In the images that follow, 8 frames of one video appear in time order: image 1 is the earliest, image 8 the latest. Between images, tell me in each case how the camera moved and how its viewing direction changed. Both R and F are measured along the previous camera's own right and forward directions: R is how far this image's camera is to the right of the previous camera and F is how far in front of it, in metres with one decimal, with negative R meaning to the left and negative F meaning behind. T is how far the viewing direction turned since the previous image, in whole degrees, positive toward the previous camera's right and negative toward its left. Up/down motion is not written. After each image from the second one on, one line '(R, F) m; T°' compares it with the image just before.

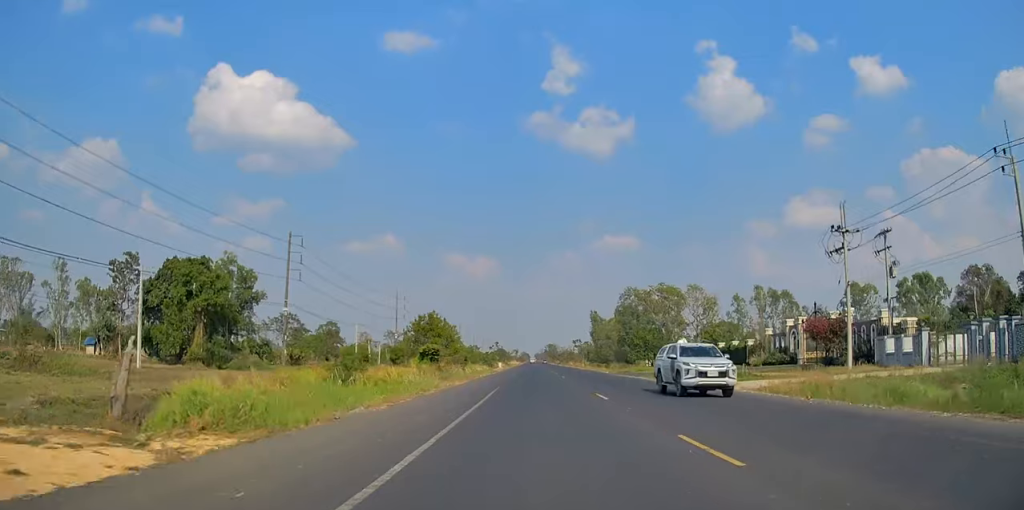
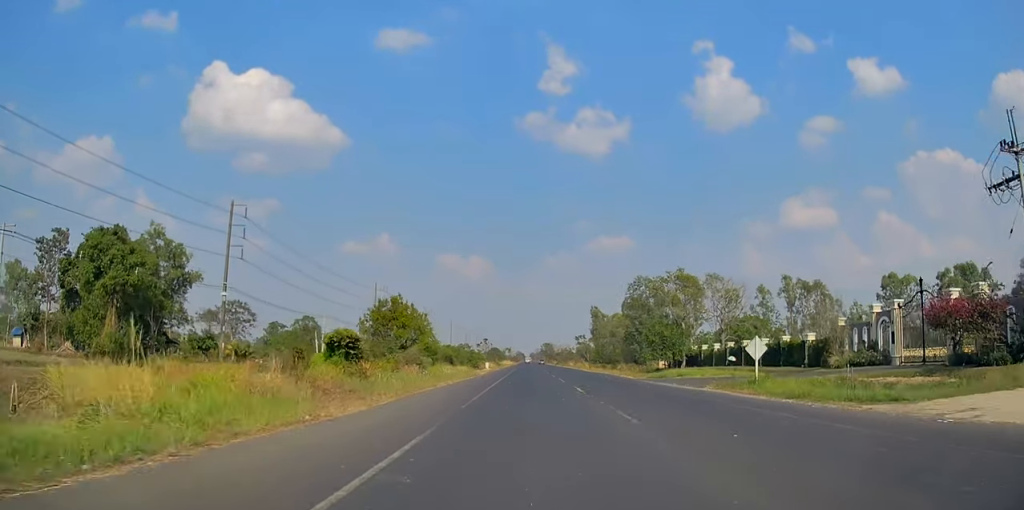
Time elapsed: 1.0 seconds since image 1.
(0.0, +19.6) m; -1°
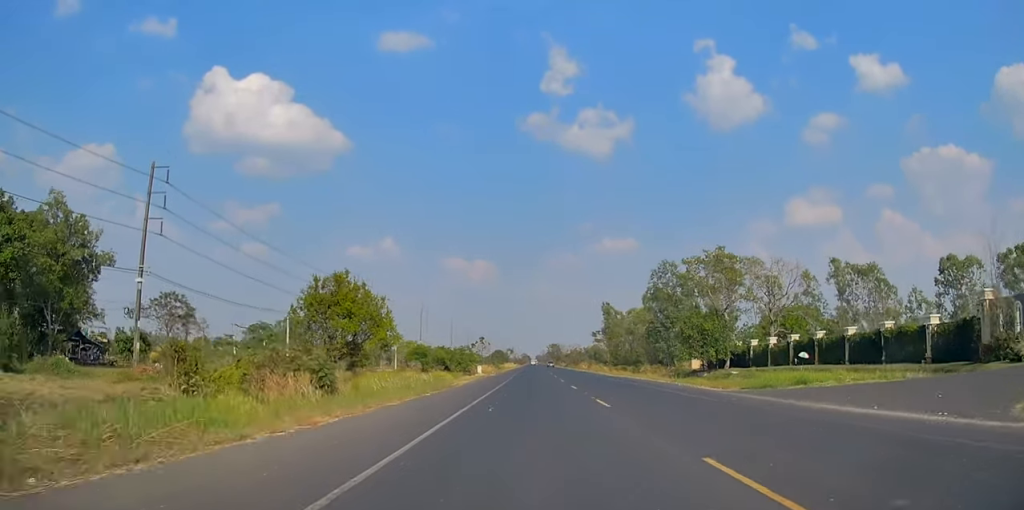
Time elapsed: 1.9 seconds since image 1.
(-0.2, +19.6) m; 0°
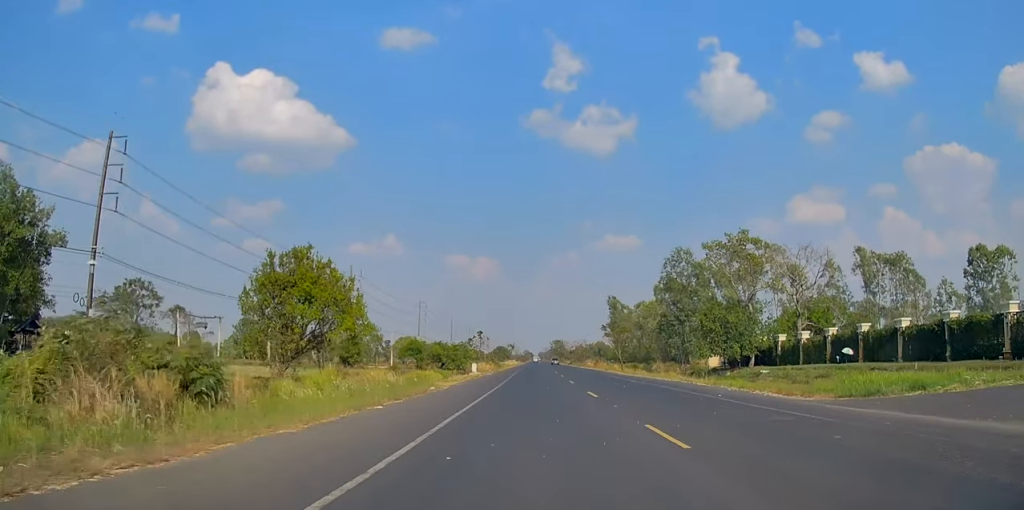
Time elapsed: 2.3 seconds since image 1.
(+0.1, +8.5) m; 0°
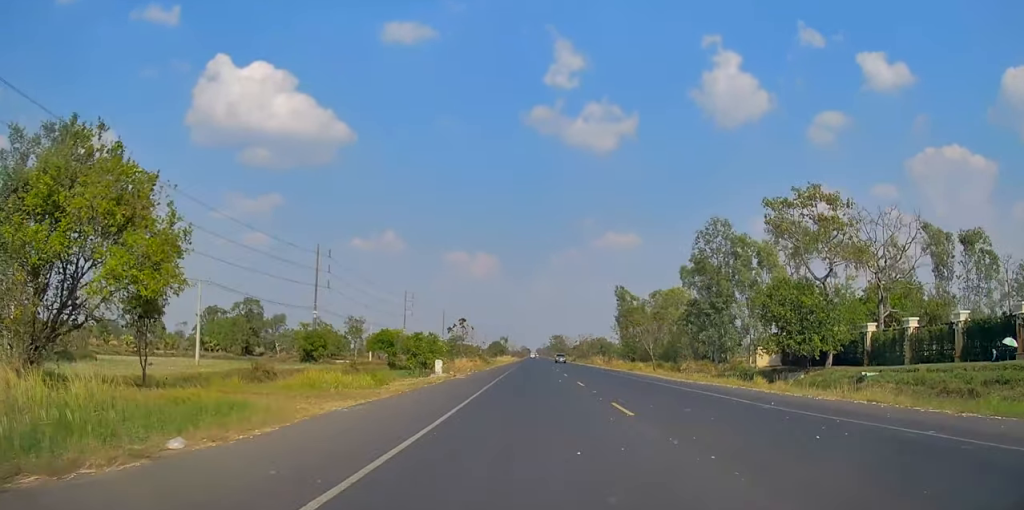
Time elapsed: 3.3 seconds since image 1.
(+0.1, +18.7) m; 0°
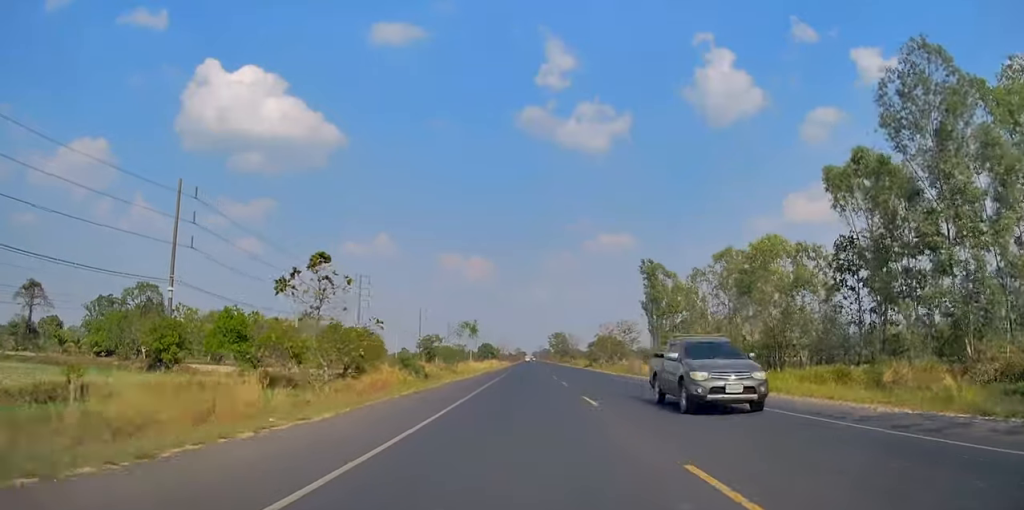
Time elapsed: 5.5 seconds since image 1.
(-0.2, +45.6) m; 0°
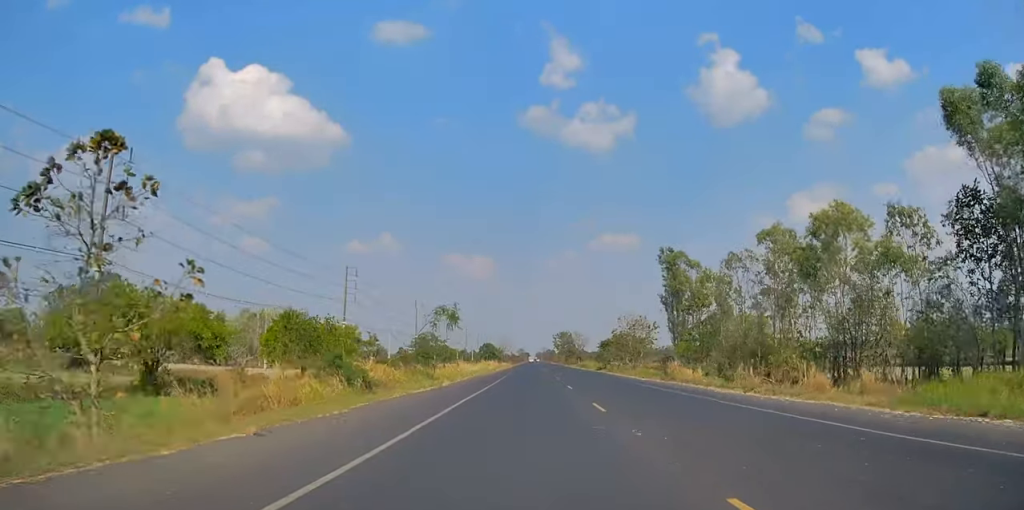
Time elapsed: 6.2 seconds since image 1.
(+0.1, +14.1) m; 0°
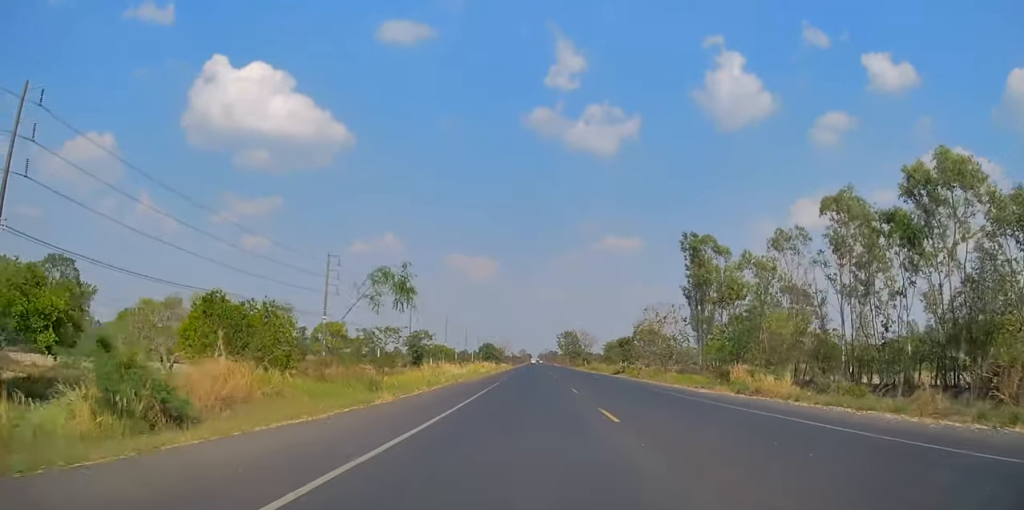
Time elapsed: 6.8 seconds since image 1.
(+0.1, +13.7) m; 0°
